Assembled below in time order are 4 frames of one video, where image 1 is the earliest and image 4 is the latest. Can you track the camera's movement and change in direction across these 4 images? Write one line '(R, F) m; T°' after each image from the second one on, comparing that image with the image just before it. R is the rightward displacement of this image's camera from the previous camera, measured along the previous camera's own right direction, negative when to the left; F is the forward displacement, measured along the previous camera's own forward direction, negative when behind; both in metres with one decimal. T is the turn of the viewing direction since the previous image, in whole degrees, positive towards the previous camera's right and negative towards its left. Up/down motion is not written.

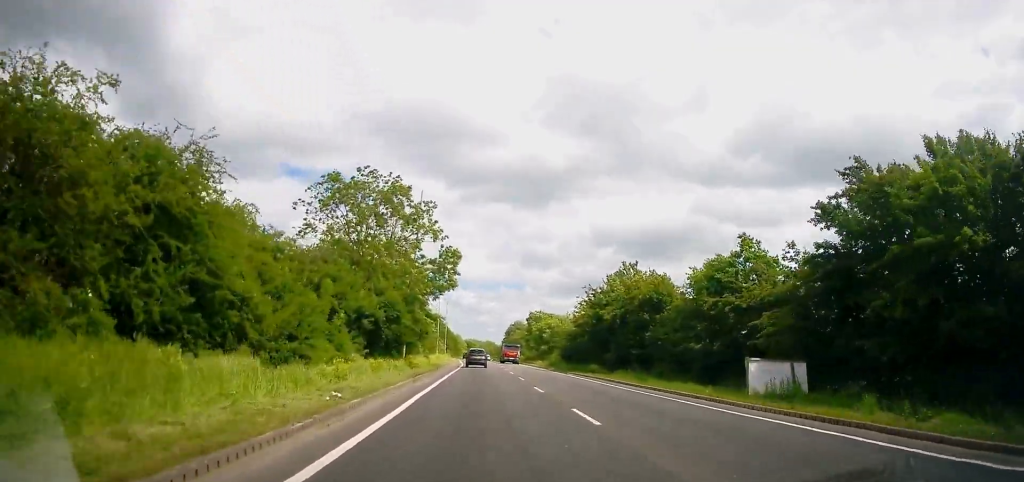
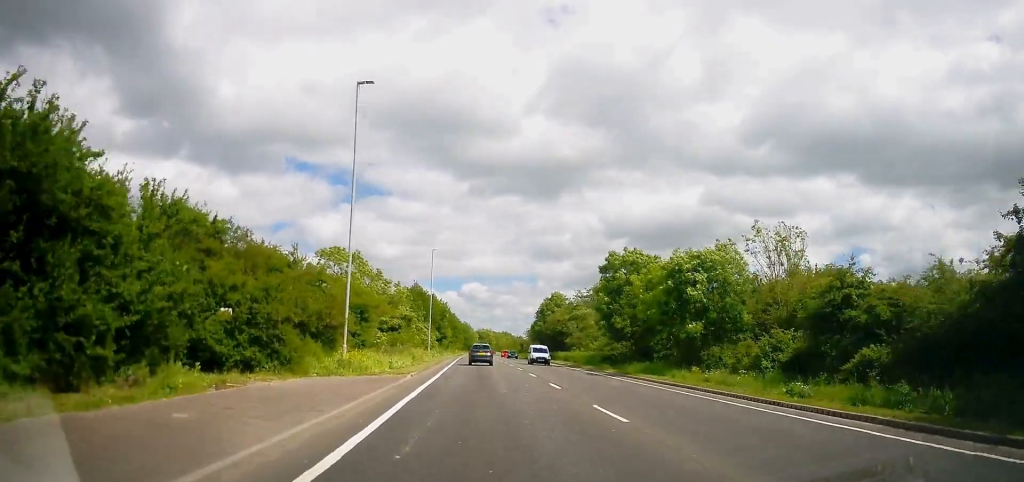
(-0.3, +61.6) m; -2°
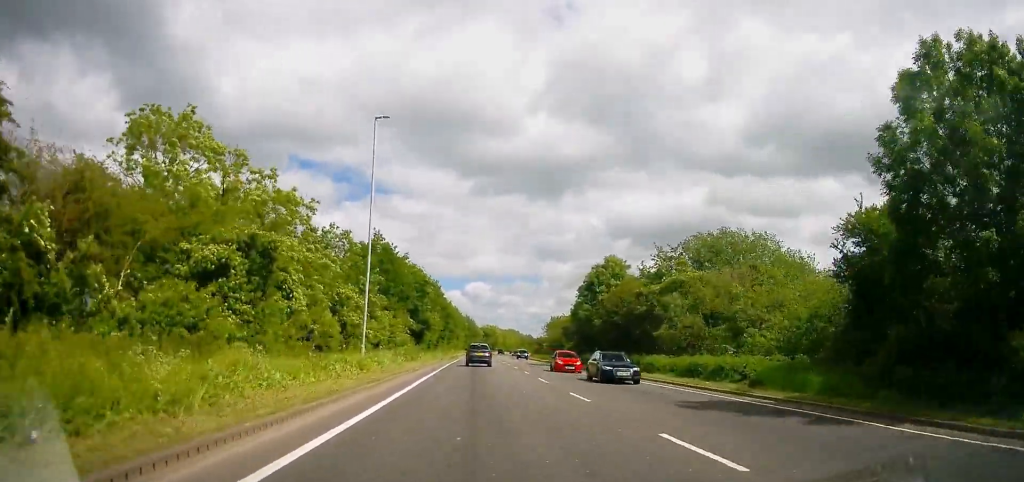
(-0.5, +39.1) m; 0°
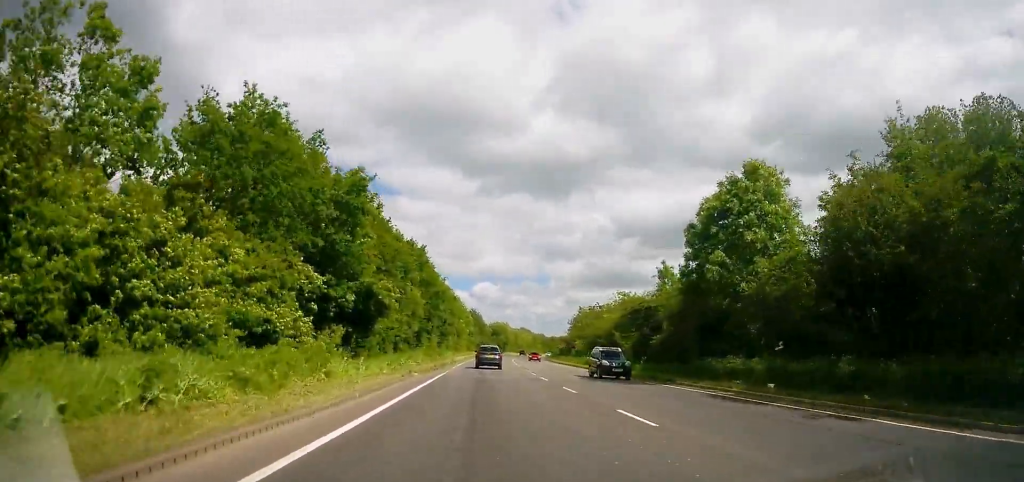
(-0.1, +31.2) m; -1°
